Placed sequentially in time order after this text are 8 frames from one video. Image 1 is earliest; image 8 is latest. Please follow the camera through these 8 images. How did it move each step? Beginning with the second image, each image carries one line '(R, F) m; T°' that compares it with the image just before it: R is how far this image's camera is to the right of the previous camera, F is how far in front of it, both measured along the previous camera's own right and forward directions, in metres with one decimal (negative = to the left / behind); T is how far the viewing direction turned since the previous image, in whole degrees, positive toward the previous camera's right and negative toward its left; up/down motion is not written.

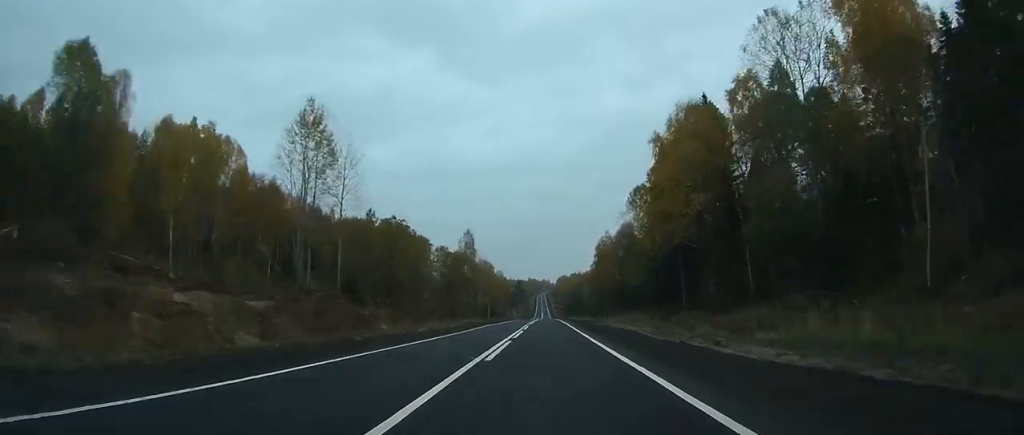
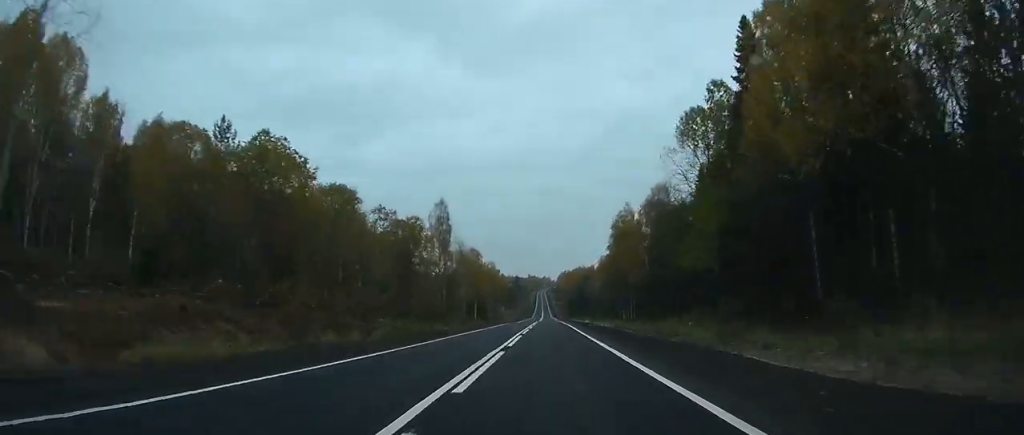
(0.0, +40.4) m; 0°
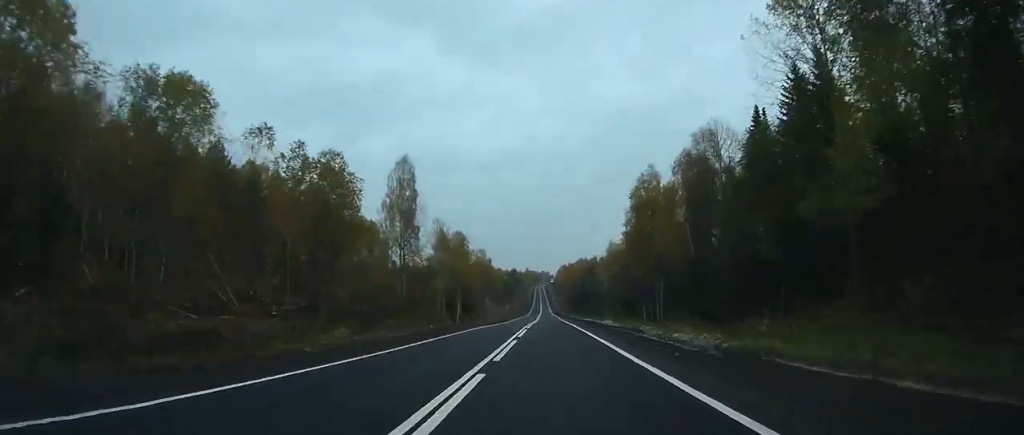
(0.0, +29.3) m; 0°
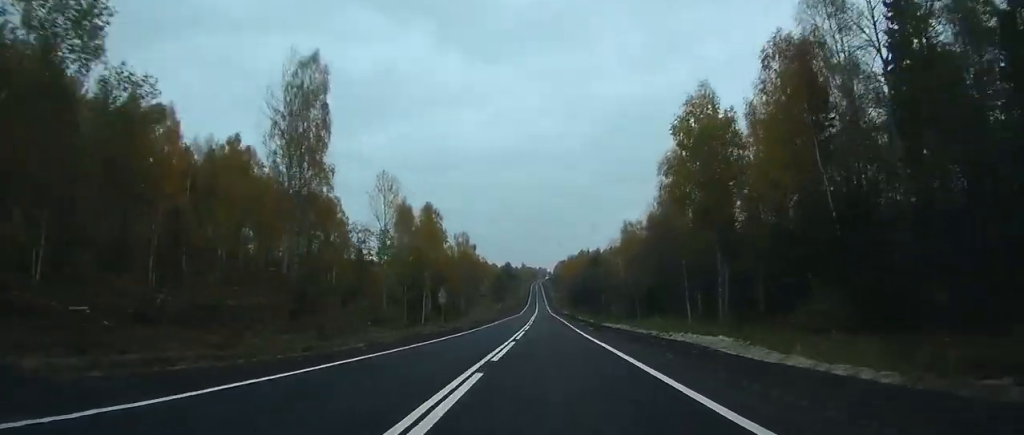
(+0.1, +34.3) m; 0°
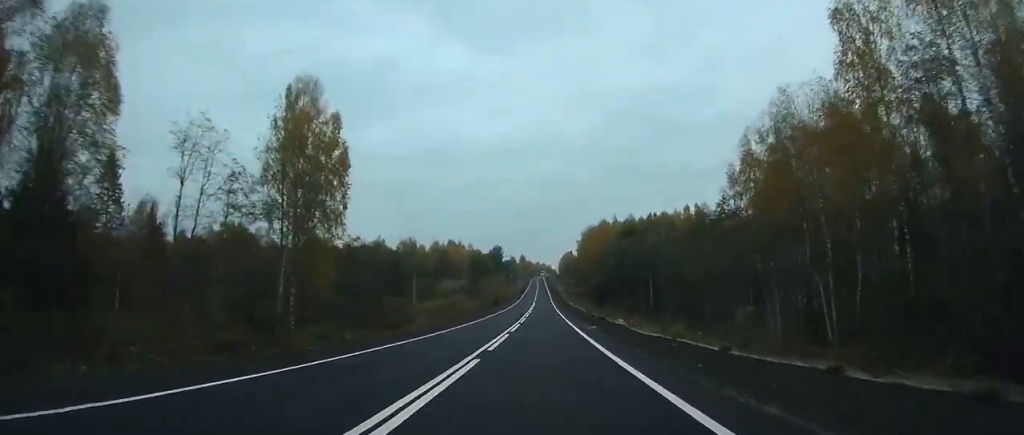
(+0.2, +108.6) m; 0°
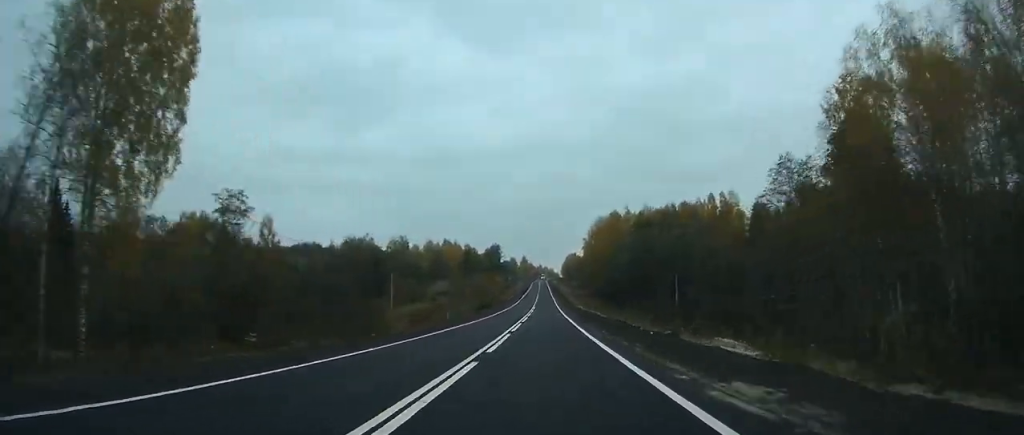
(0.0, +26.0) m; 0°
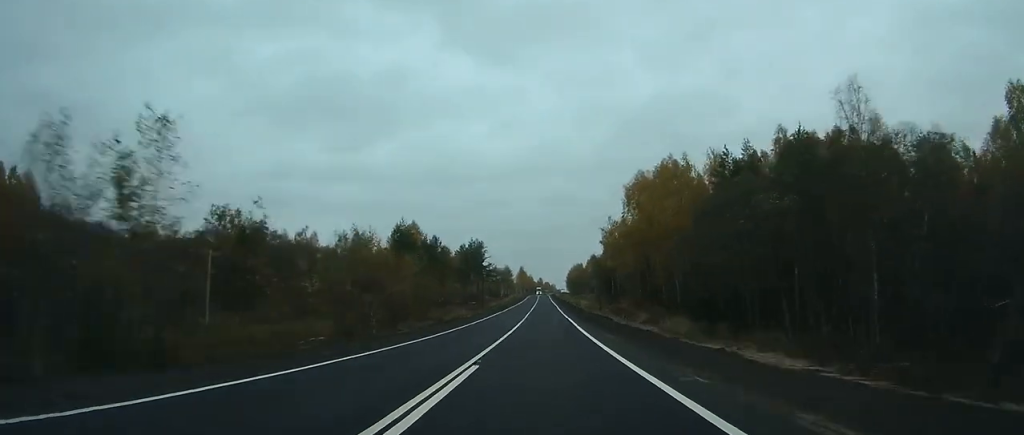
(-0.2, +72.2) m; 0°
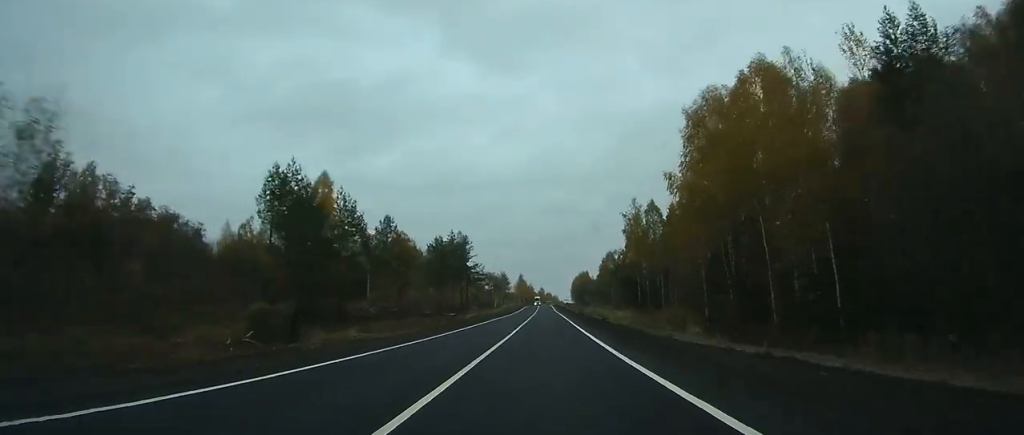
(0.0, +39.0) m; 0°
